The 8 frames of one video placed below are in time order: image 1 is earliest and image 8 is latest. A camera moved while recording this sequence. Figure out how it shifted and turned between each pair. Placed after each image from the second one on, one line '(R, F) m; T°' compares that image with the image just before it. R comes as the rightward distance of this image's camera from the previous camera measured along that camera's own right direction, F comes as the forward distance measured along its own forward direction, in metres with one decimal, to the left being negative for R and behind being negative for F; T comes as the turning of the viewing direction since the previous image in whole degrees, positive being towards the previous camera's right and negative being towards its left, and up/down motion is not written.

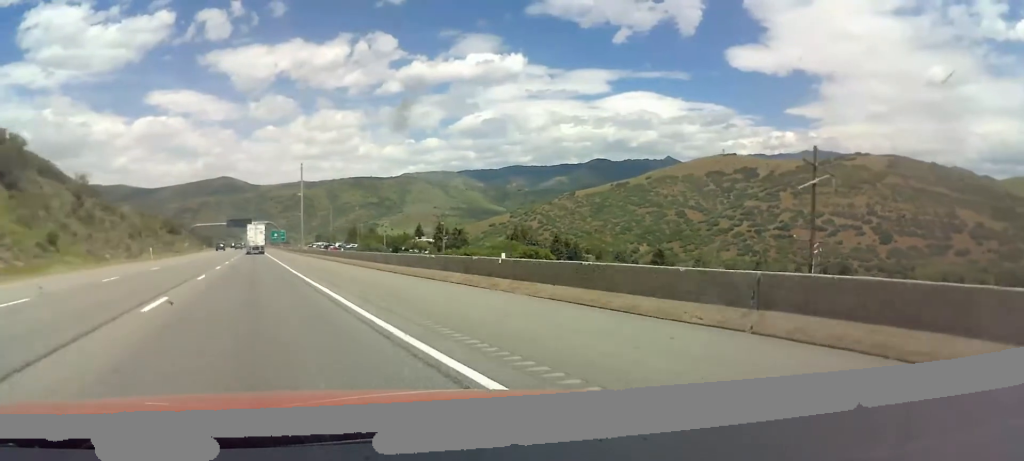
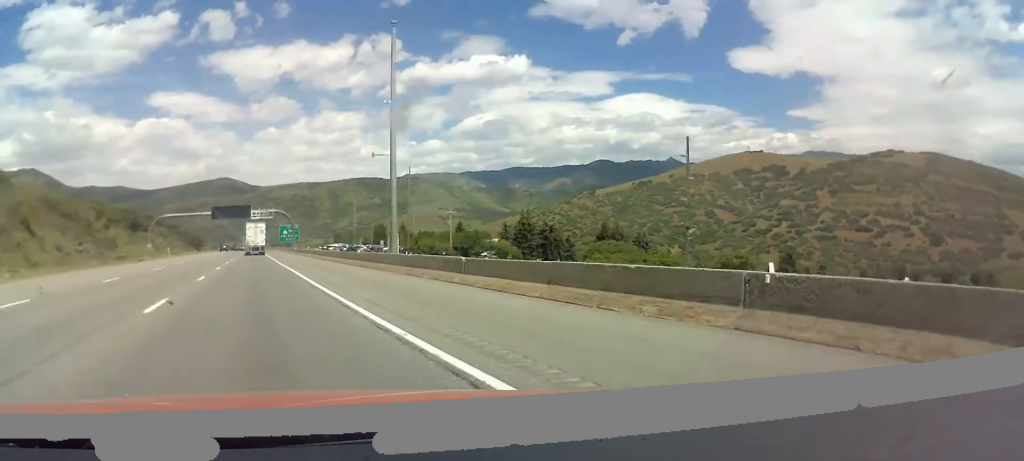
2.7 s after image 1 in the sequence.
(+0.1, +72.0) m; 0°
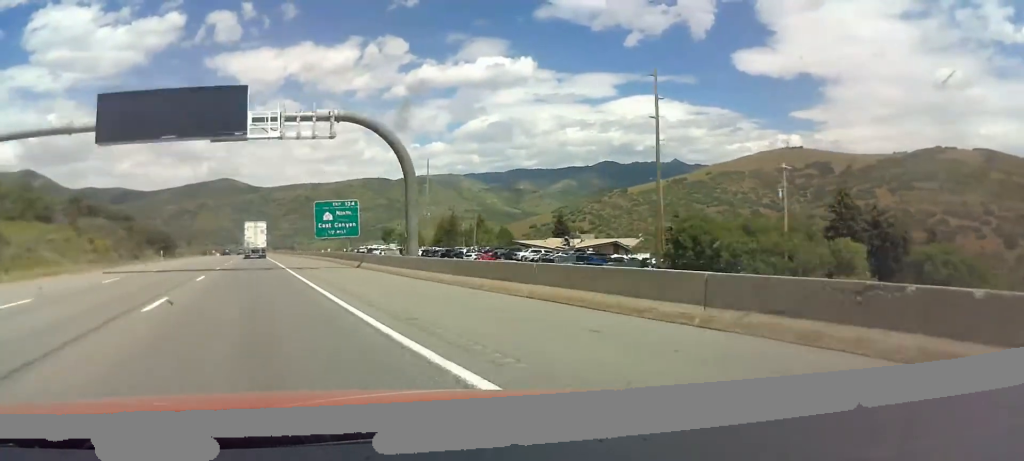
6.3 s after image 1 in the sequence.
(-0.6, +94.9) m; 0°
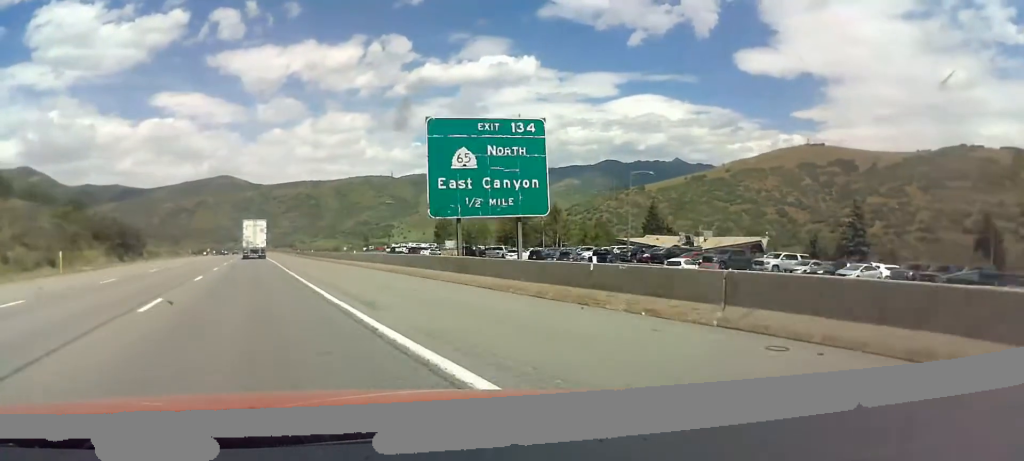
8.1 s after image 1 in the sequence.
(0.0, +48.0) m; 0°
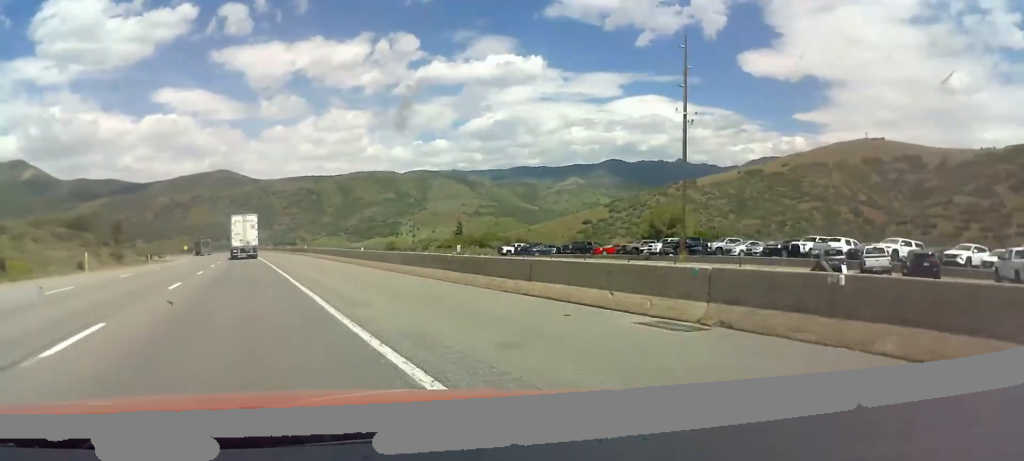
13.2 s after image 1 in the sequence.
(+0.2, +126.6) m; -1°
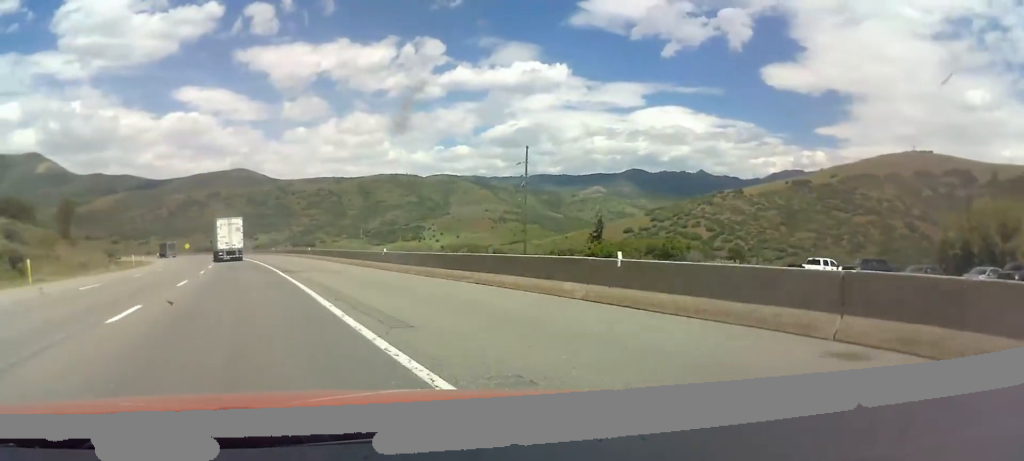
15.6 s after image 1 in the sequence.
(-0.1, +58.4) m; -2°
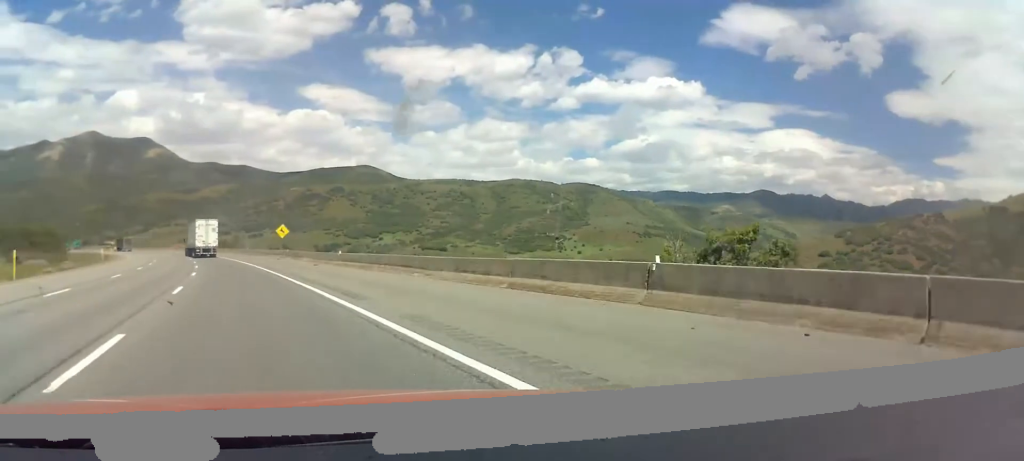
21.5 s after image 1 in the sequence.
(-12.5, +140.2) m; -12°
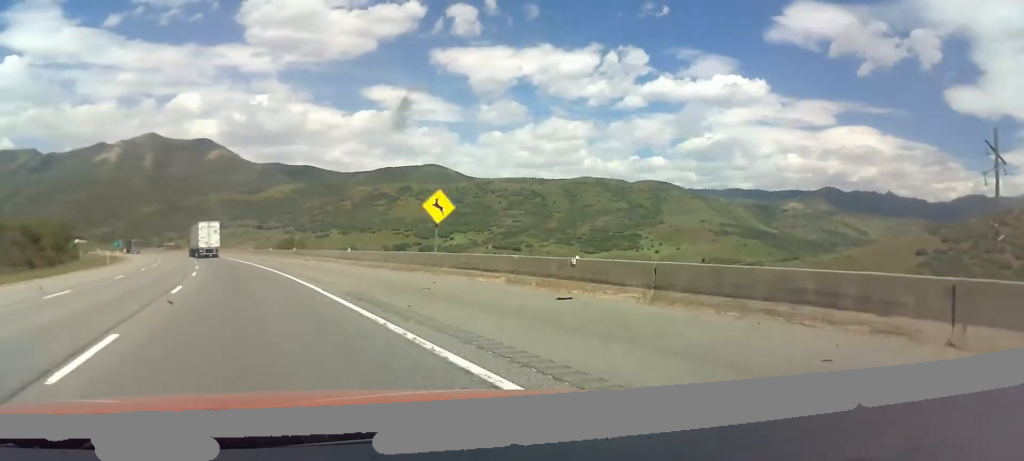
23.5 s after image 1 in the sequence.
(-1.4, +48.6) m; -5°
